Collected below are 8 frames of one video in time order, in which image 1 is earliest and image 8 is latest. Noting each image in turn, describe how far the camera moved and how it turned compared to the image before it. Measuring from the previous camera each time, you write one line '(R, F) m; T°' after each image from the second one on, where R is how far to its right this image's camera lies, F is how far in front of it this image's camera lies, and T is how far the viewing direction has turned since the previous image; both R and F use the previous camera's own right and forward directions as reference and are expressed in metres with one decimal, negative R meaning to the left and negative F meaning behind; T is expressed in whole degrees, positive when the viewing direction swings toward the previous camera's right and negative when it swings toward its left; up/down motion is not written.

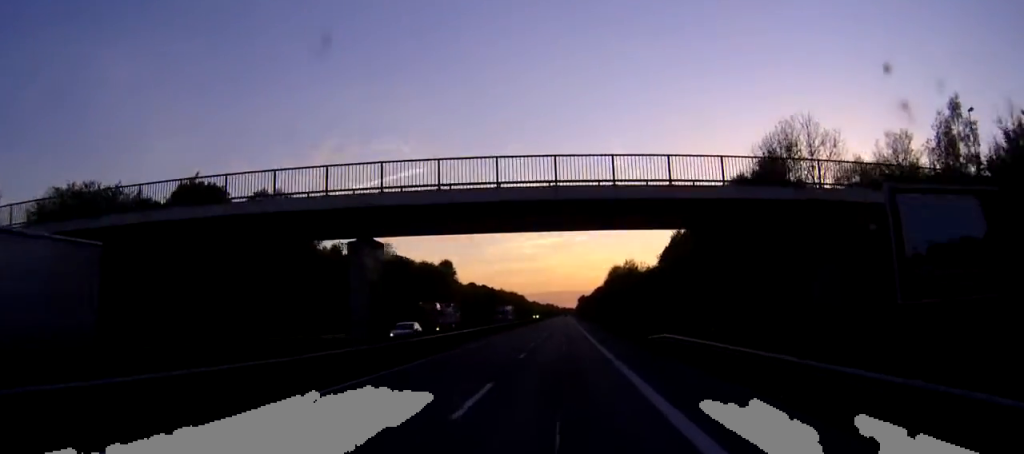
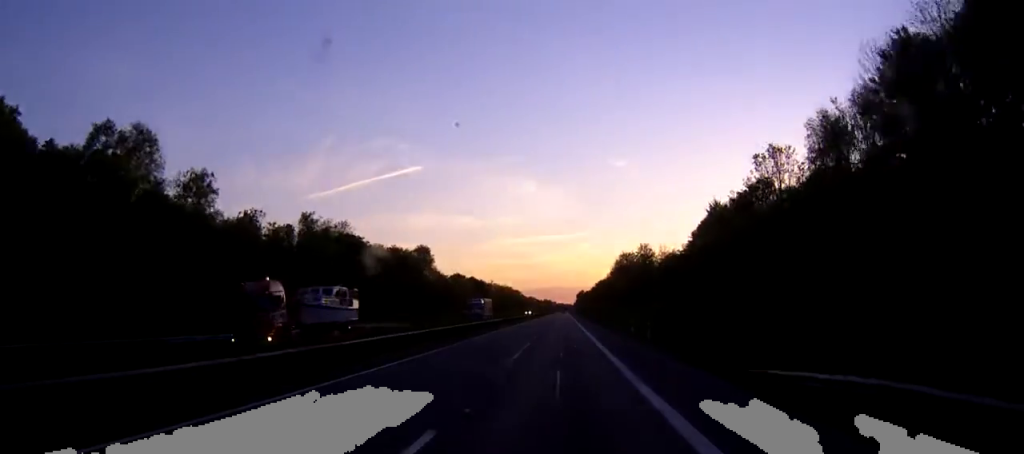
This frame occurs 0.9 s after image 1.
(-0.1, +25.9) m; 0°
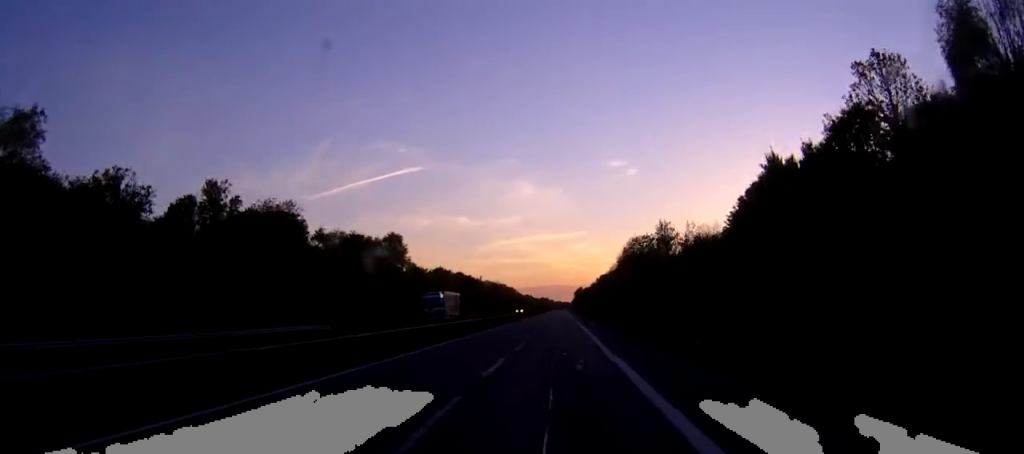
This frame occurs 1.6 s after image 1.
(+0.1, +21.9) m; 0°
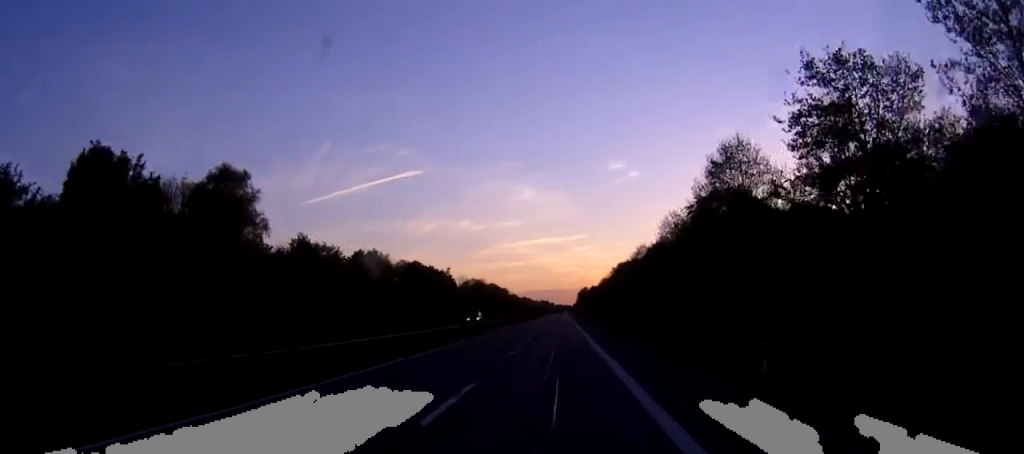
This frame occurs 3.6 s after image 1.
(0.0, +60.6) m; 0°
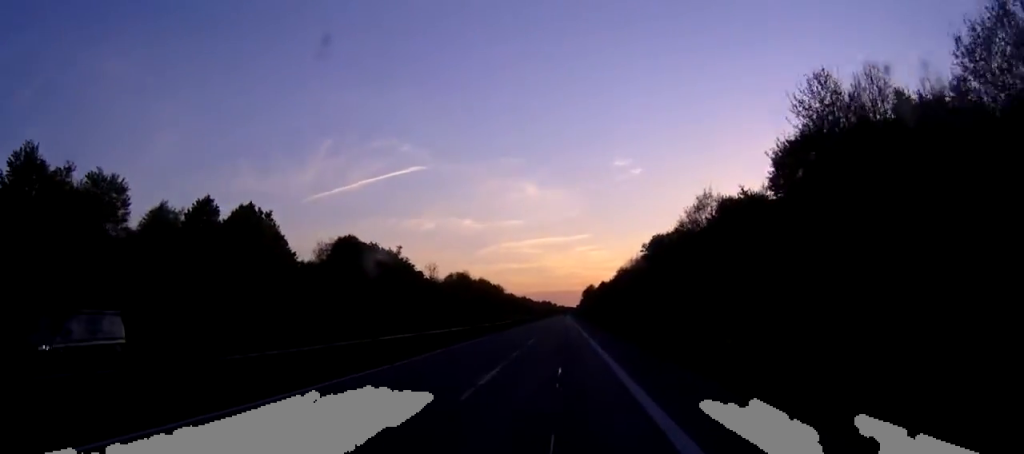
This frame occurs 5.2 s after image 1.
(-0.3, +46.4) m; 0°
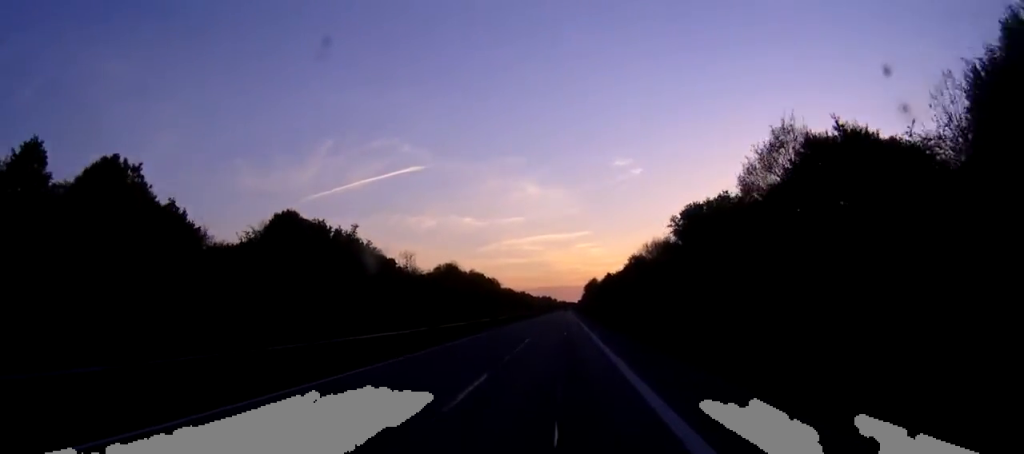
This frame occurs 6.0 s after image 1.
(0.0, +22.6) m; 0°
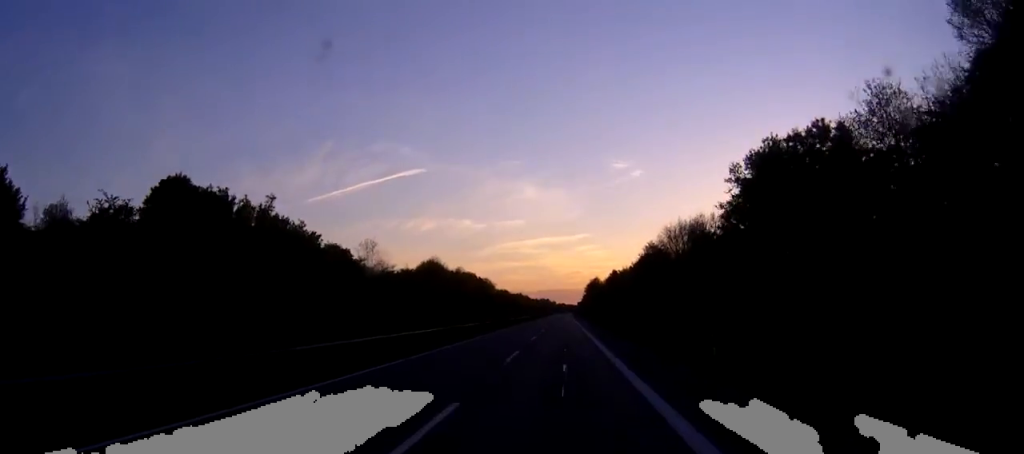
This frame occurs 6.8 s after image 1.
(0.0, +23.7) m; 0°
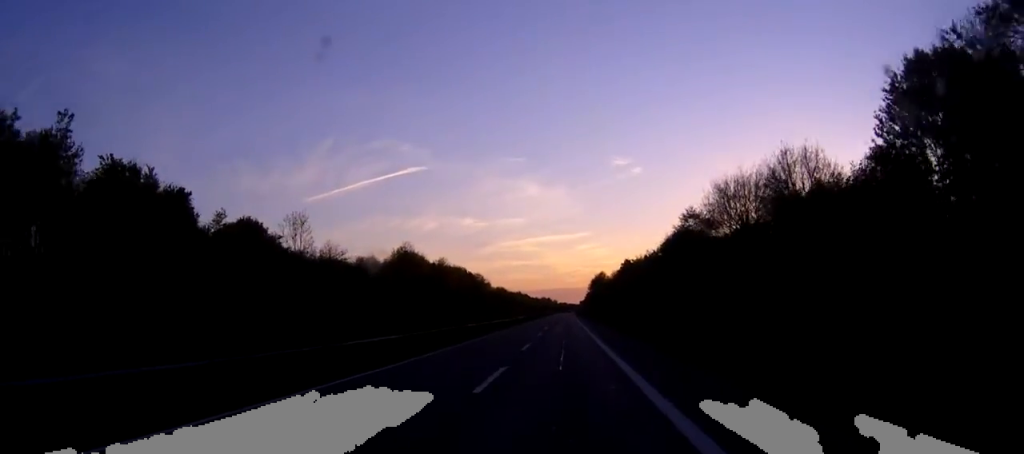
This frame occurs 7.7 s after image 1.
(0.0, +27.8) m; 0°
